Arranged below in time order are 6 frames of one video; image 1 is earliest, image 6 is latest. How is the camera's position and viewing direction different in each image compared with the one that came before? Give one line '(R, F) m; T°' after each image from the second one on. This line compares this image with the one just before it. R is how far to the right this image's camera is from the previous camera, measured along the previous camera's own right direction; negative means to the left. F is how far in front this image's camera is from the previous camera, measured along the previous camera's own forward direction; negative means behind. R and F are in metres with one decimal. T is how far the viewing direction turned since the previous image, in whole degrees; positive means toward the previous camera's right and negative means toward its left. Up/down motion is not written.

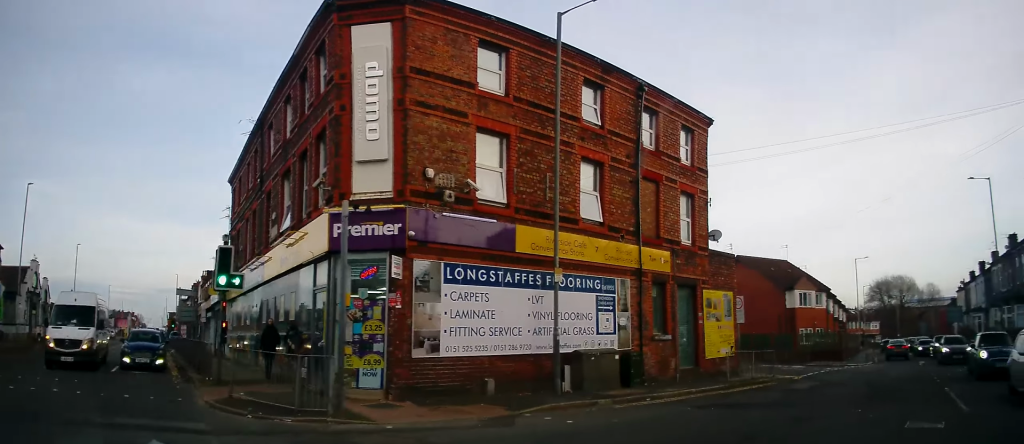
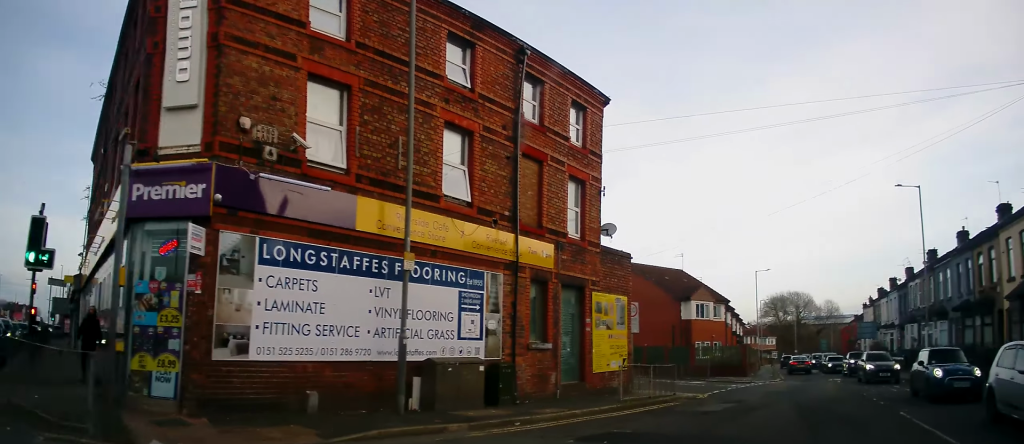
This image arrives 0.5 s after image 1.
(+0.5, +3.0) m; +8°
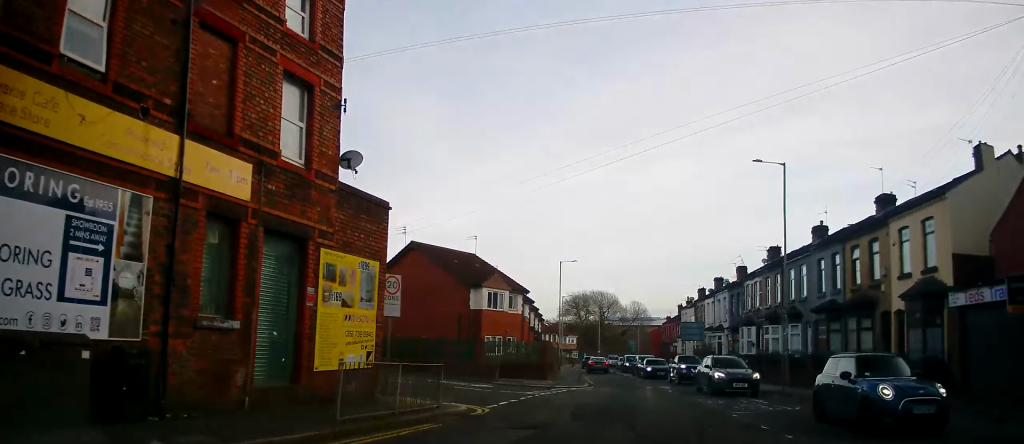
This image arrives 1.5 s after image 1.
(+0.8, +6.1) m; +16°
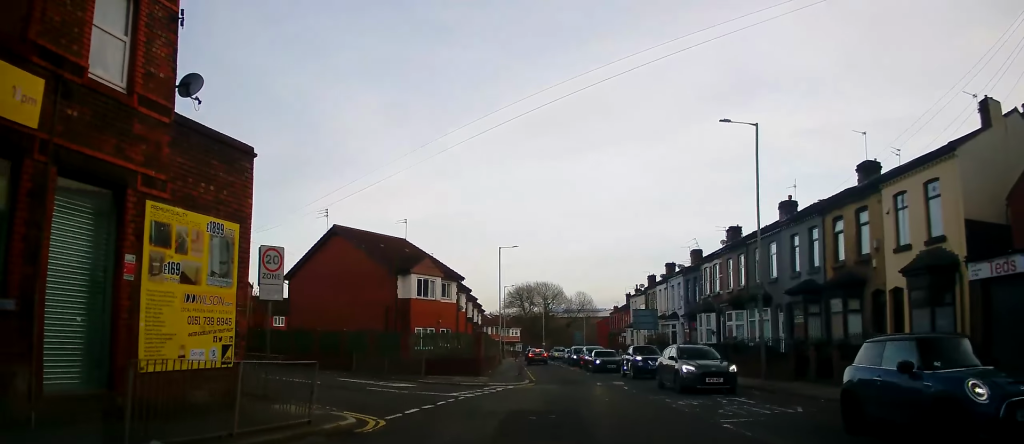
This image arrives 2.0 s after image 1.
(+0.1, +3.8) m; +8°
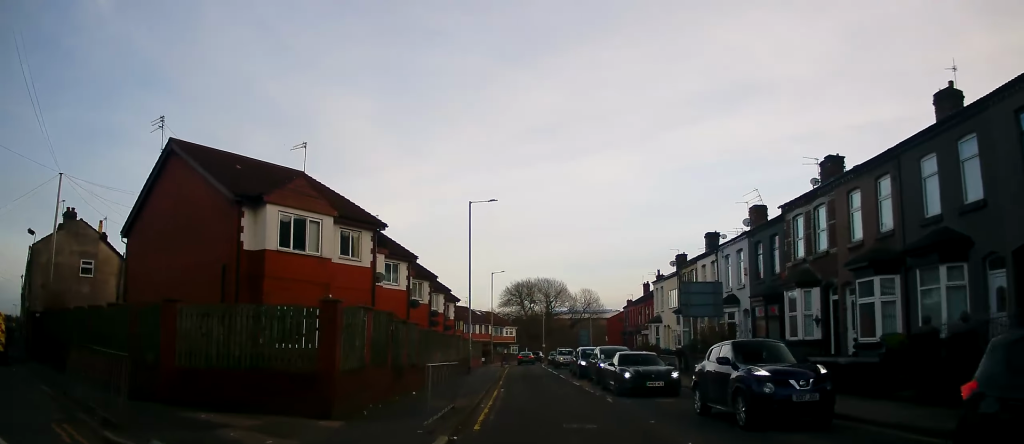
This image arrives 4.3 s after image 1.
(+2.1, +16.3) m; +4°
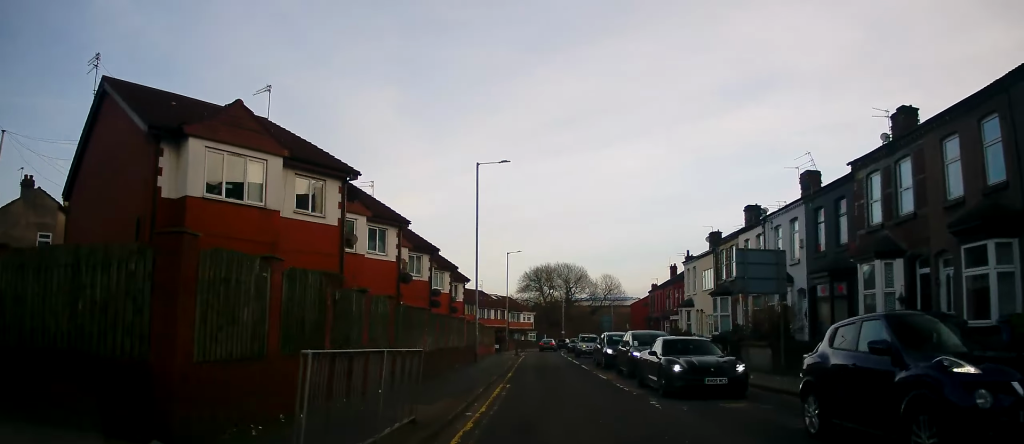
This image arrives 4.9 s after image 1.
(-0.3, +4.7) m; -1°
